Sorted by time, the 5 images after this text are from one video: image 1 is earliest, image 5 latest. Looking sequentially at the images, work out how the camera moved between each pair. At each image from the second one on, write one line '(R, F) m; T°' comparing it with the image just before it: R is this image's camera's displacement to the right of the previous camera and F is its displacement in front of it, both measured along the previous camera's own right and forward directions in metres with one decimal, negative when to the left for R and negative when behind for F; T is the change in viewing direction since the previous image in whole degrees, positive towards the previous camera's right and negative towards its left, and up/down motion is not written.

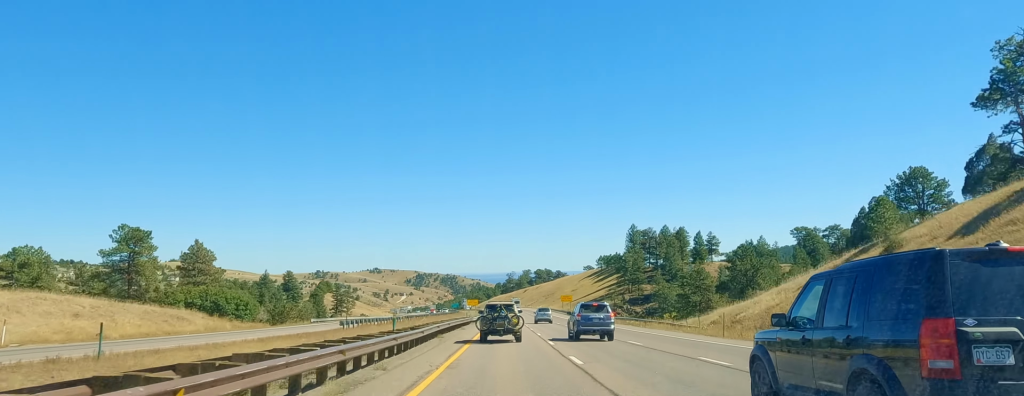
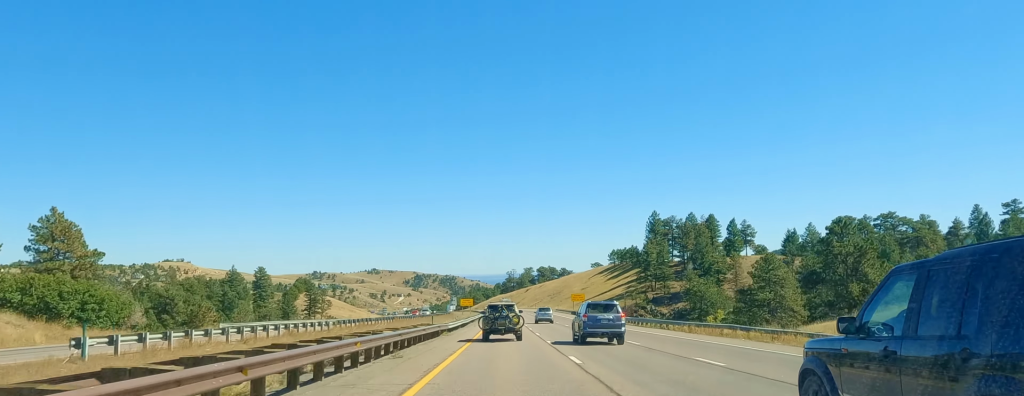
(+0.1, +35.6) m; 0°
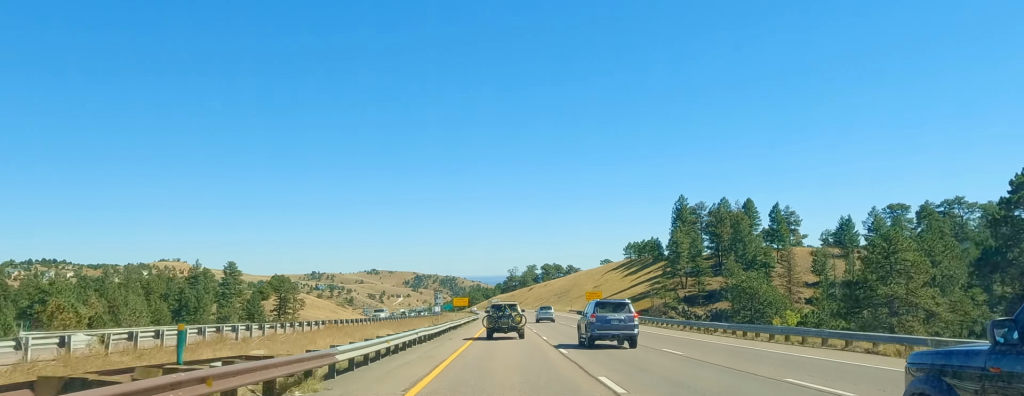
(-0.1, +31.7) m; 0°
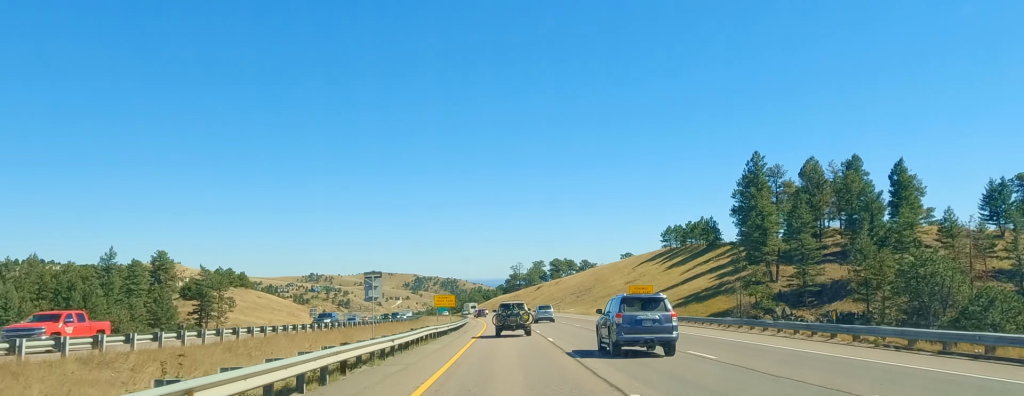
(-0.1, +52.3) m; -1°
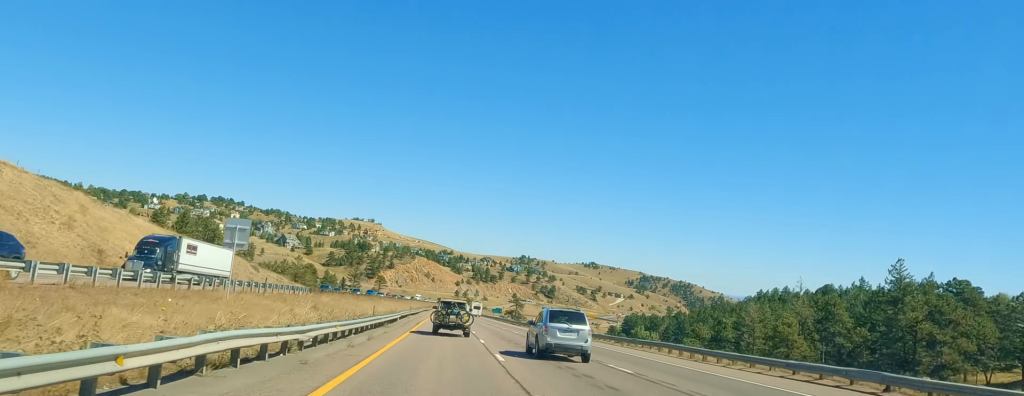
(-61.2, +365.3) m; -19°
